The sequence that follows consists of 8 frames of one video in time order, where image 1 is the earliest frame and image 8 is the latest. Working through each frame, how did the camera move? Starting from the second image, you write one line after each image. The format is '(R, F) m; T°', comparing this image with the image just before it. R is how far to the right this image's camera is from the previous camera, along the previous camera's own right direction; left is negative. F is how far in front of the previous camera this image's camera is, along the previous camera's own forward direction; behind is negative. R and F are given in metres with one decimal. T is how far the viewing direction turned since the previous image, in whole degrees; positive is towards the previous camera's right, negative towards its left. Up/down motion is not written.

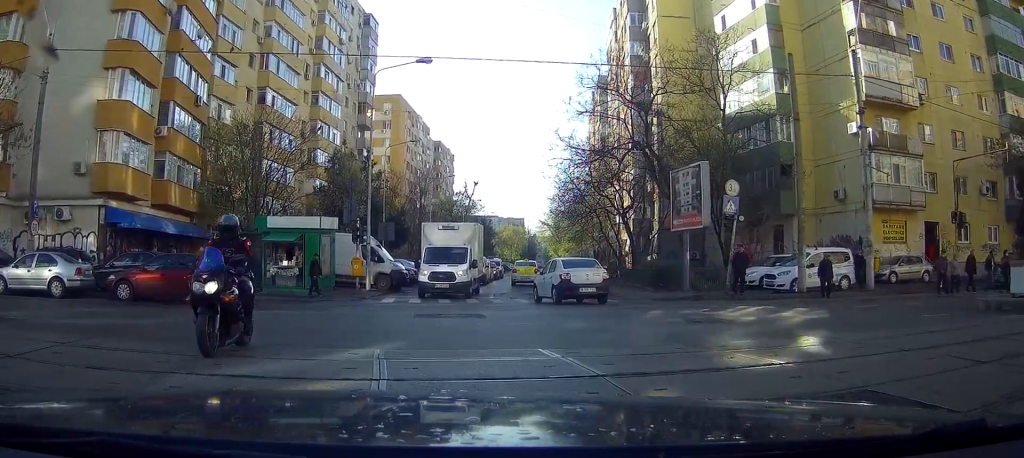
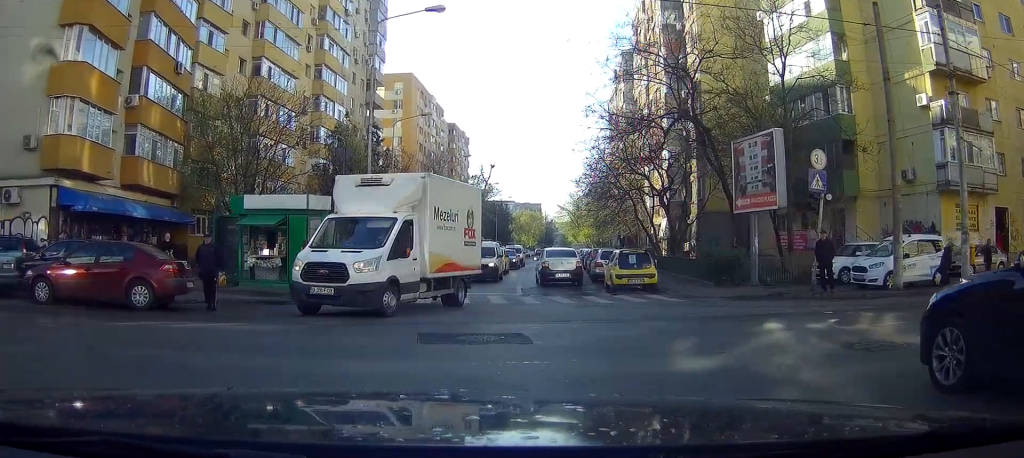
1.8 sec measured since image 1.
(-0.3, +5.5) m; -14°
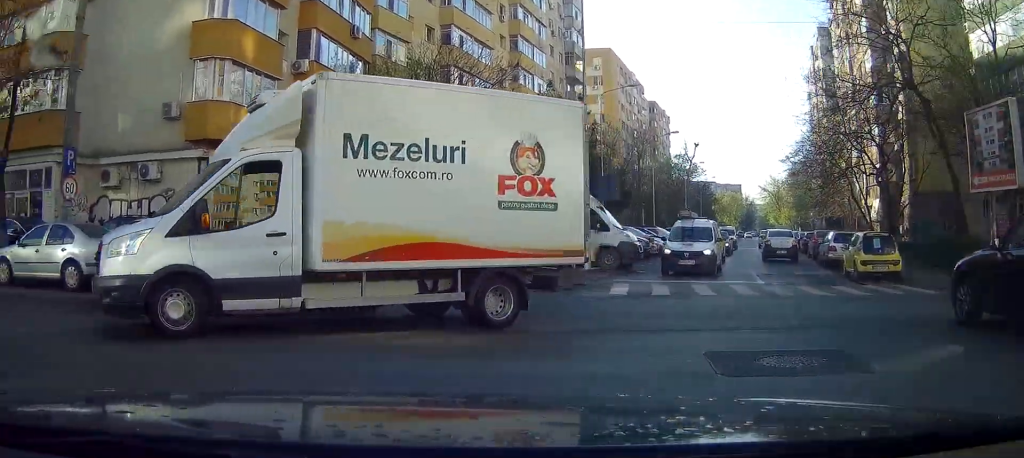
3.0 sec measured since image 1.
(-0.6, +3.3) m; -32°
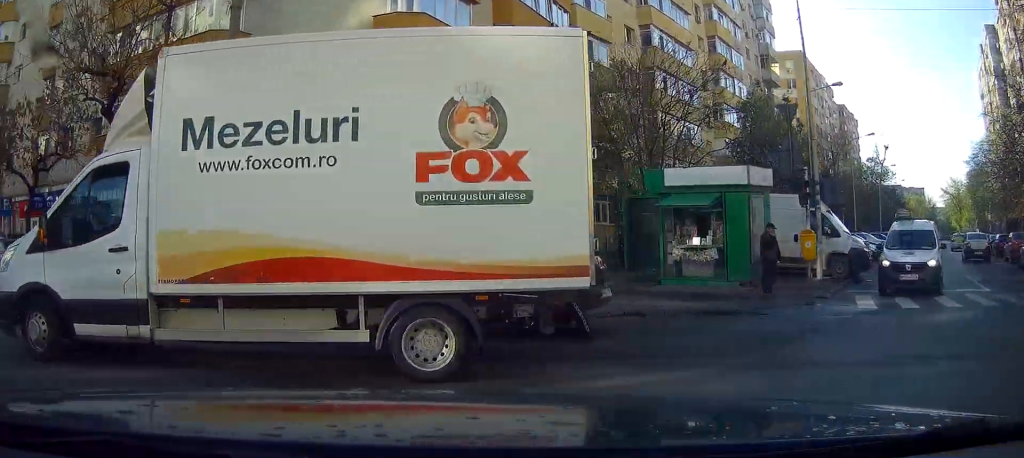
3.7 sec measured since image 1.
(-0.6, +2.4) m; -16°
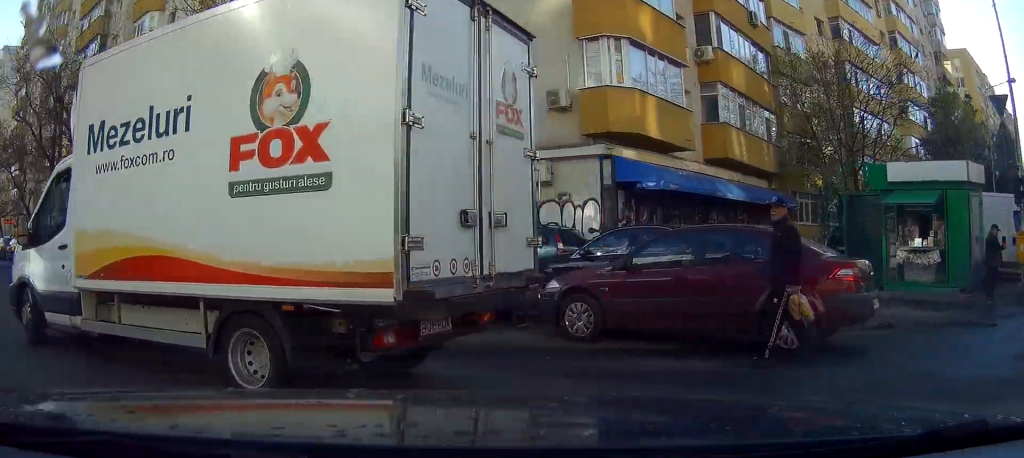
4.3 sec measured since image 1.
(-0.3, +2.6) m; -11°
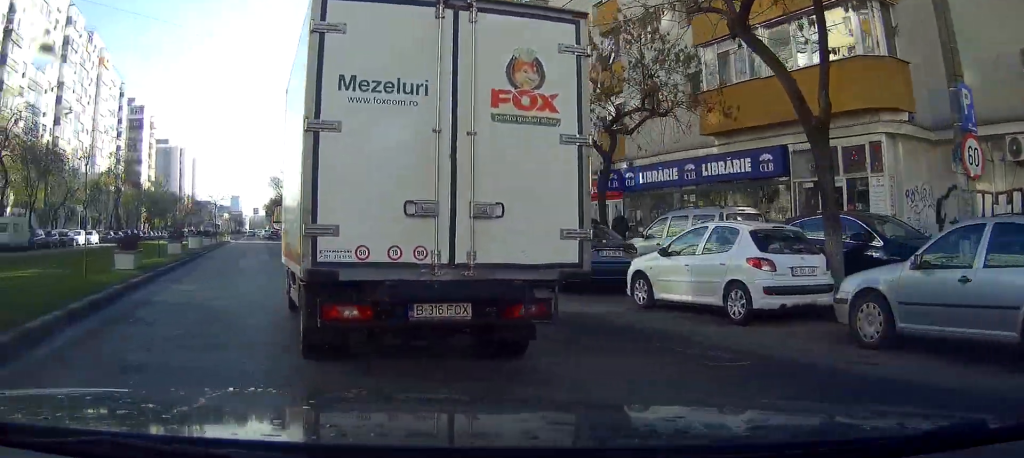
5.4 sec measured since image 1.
(-0.6, +6.2) m; -9°
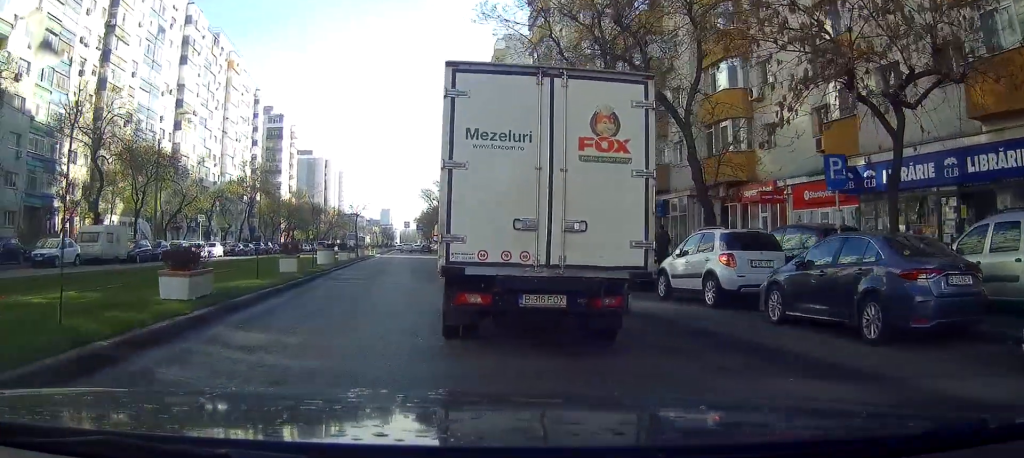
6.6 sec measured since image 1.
(-0.4, +7.1) m; -5°
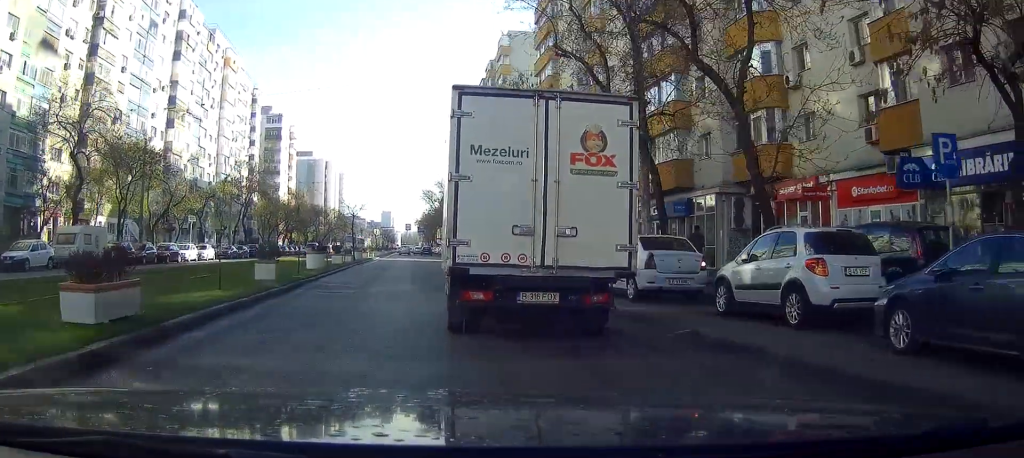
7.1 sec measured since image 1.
(0.0, +3.5) m; -1°
